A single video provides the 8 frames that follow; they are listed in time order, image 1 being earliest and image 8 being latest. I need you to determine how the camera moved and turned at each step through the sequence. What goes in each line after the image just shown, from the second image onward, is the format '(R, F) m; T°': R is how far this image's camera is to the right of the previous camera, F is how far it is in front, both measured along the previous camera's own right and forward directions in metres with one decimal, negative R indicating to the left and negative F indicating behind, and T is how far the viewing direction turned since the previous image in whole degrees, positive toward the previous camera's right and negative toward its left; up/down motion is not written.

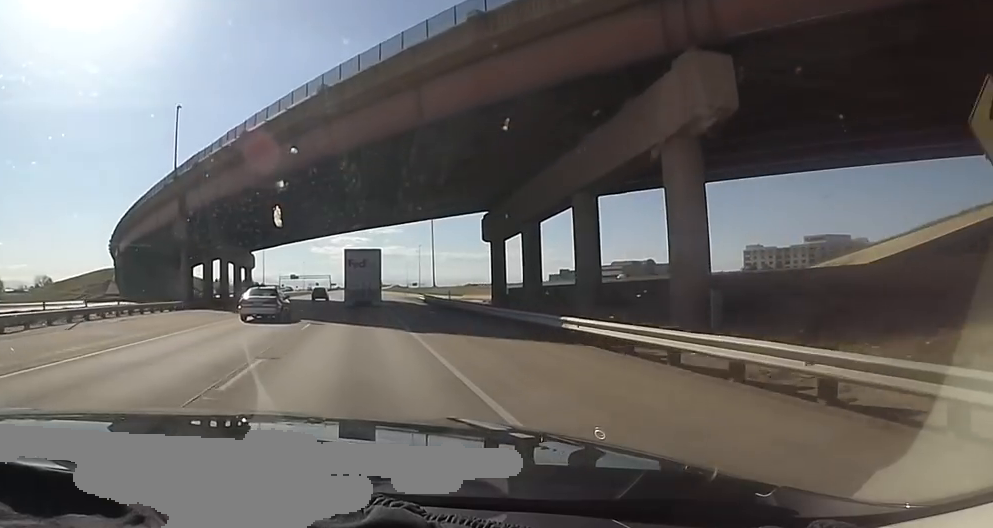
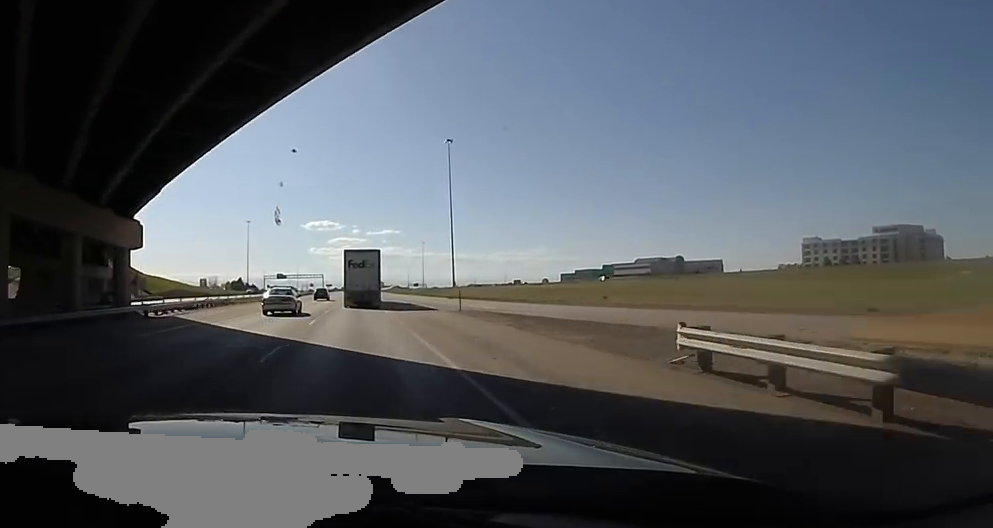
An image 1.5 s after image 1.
(-1.6, +42.6) m; -3°
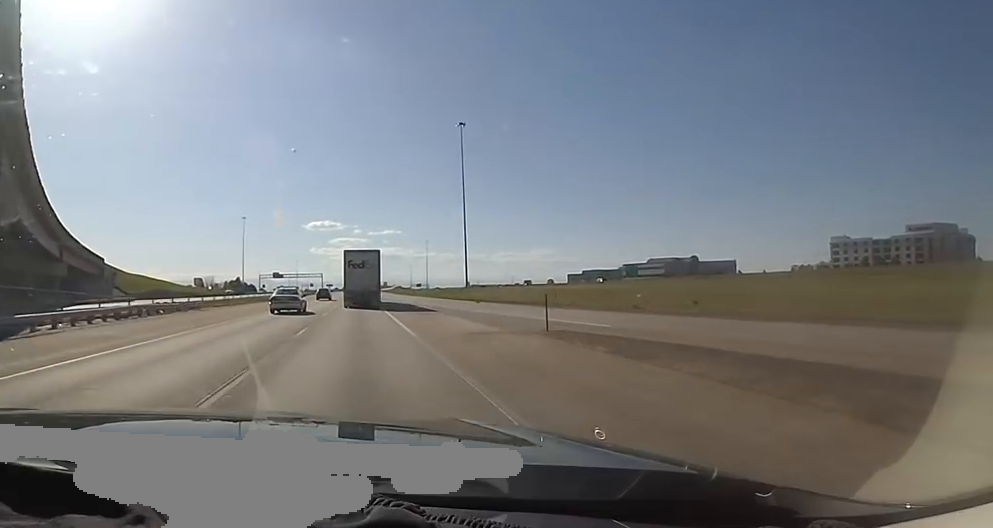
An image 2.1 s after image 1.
(0.0, +15.8) m; +1°
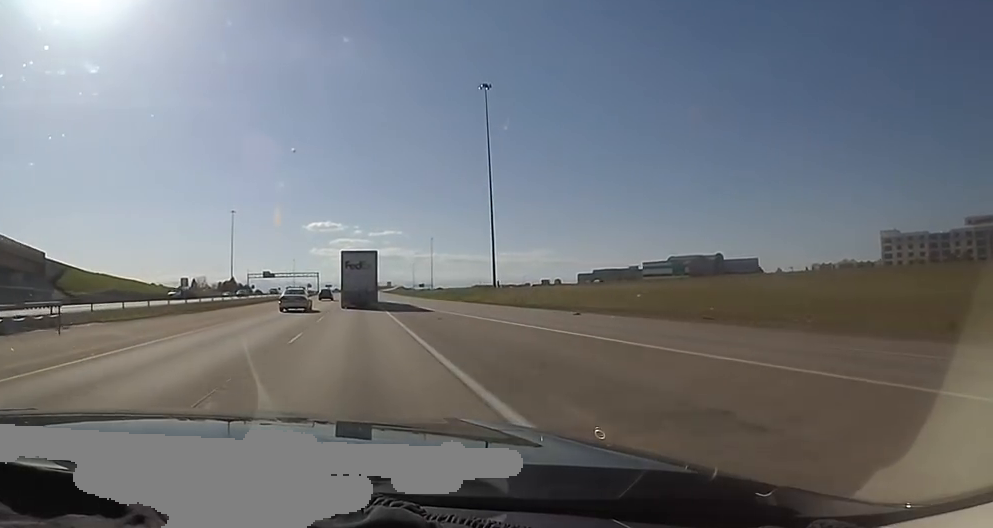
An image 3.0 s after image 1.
(+0.9, +26.2) m; +2°
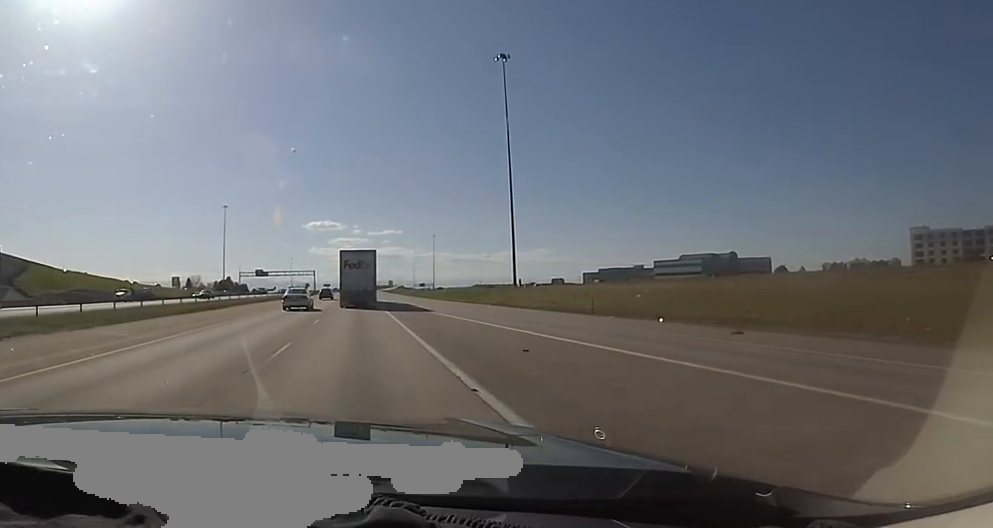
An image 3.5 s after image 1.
(+0.1, +14.0) m; -1°
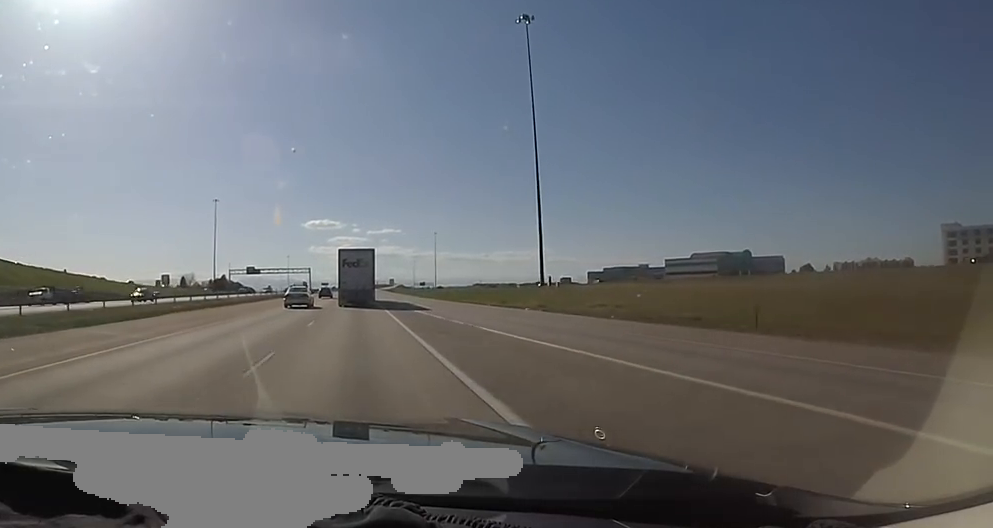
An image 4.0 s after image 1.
(-0.1, +13.9) m; 0°
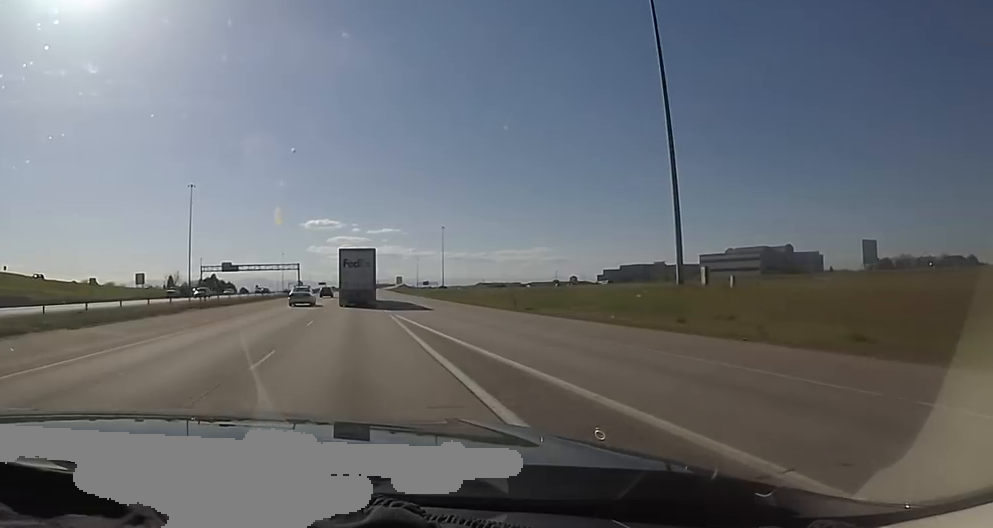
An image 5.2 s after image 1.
(-0.3, +33.4) m; +1°
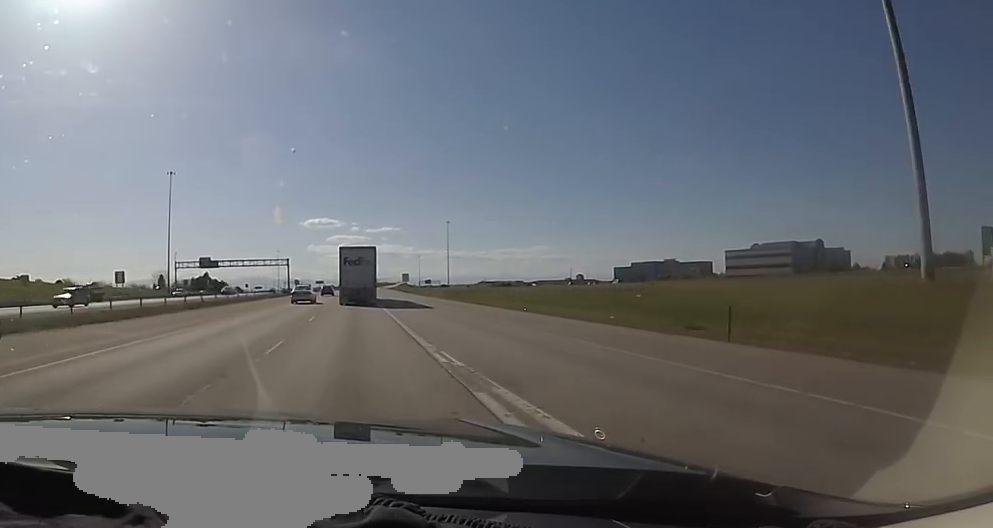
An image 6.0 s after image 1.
(+0.4, +21.5) m; 0°
